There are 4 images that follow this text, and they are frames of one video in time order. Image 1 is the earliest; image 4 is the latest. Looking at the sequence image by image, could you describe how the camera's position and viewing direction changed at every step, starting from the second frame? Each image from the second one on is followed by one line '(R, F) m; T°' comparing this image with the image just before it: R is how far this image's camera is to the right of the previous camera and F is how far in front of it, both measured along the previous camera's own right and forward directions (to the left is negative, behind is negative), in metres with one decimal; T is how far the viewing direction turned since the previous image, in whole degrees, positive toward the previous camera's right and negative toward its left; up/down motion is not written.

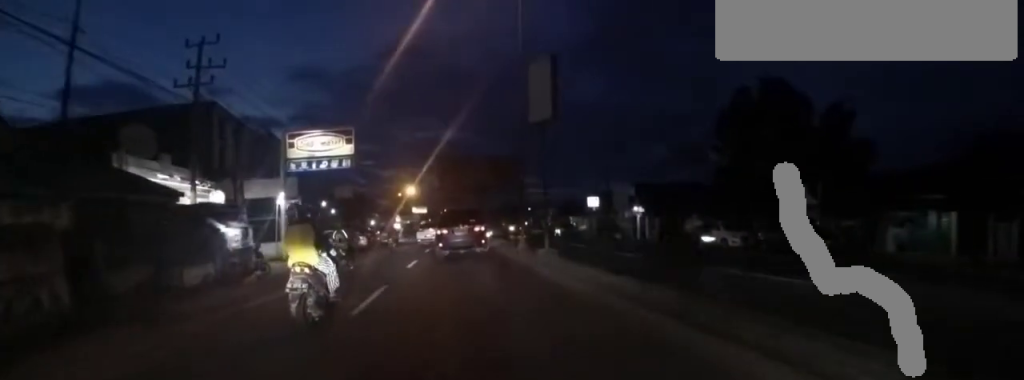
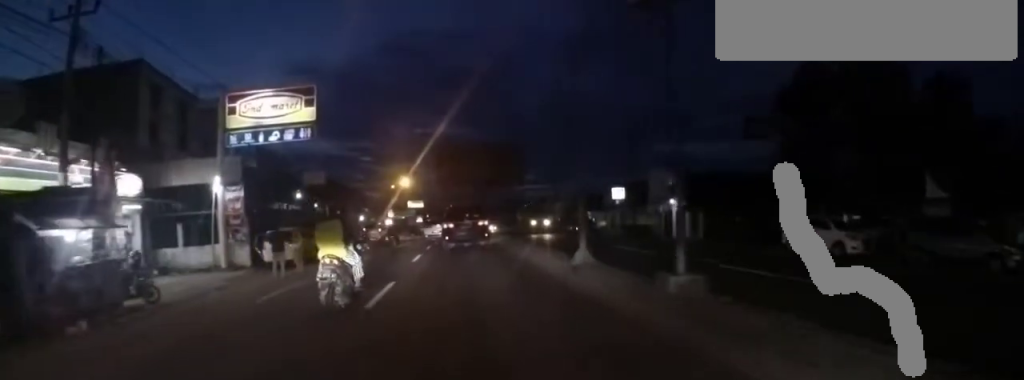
(-0.1, +7.7) m; 0°
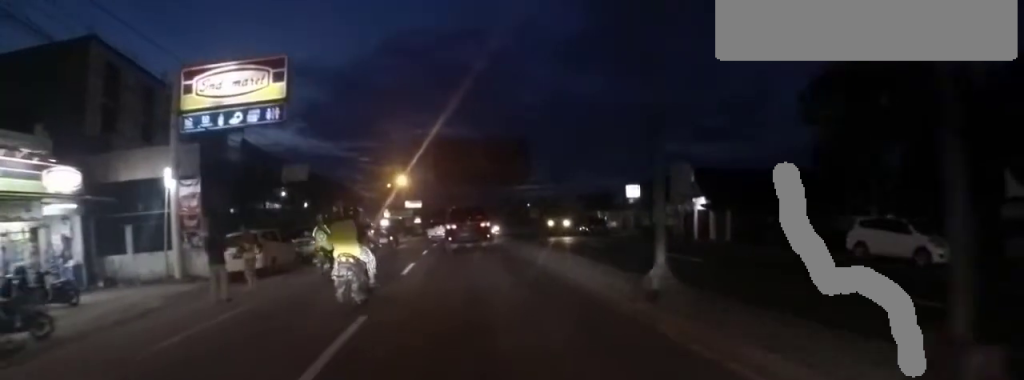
(0.0, +3.4) m; 0°
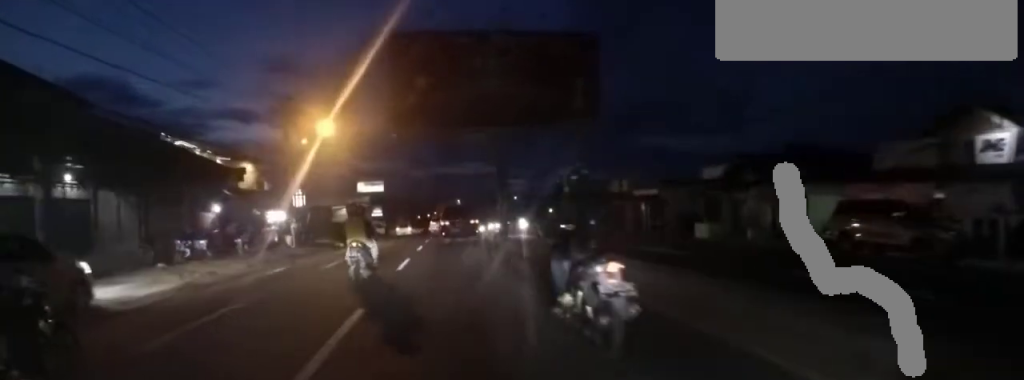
(+1.8, +31.6) m; 0°
